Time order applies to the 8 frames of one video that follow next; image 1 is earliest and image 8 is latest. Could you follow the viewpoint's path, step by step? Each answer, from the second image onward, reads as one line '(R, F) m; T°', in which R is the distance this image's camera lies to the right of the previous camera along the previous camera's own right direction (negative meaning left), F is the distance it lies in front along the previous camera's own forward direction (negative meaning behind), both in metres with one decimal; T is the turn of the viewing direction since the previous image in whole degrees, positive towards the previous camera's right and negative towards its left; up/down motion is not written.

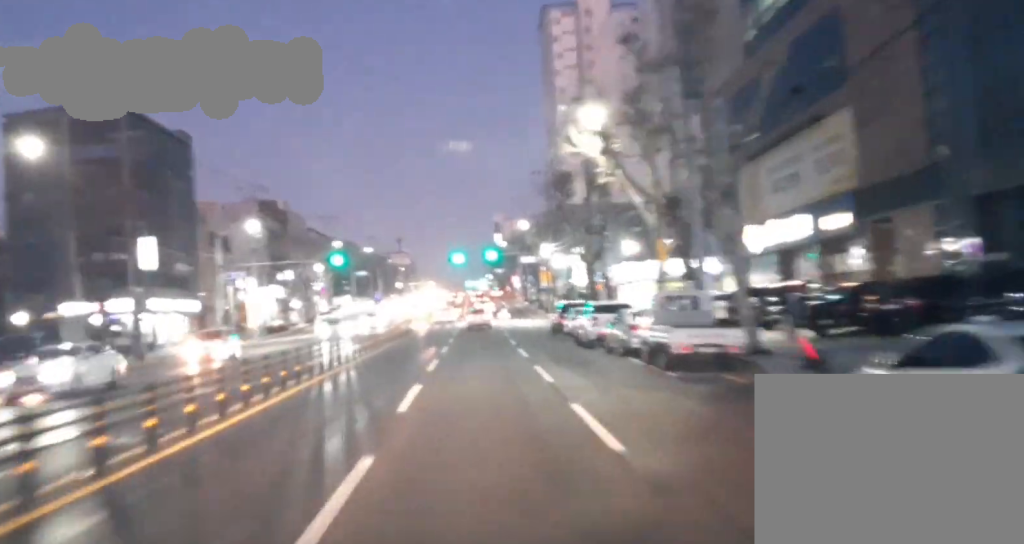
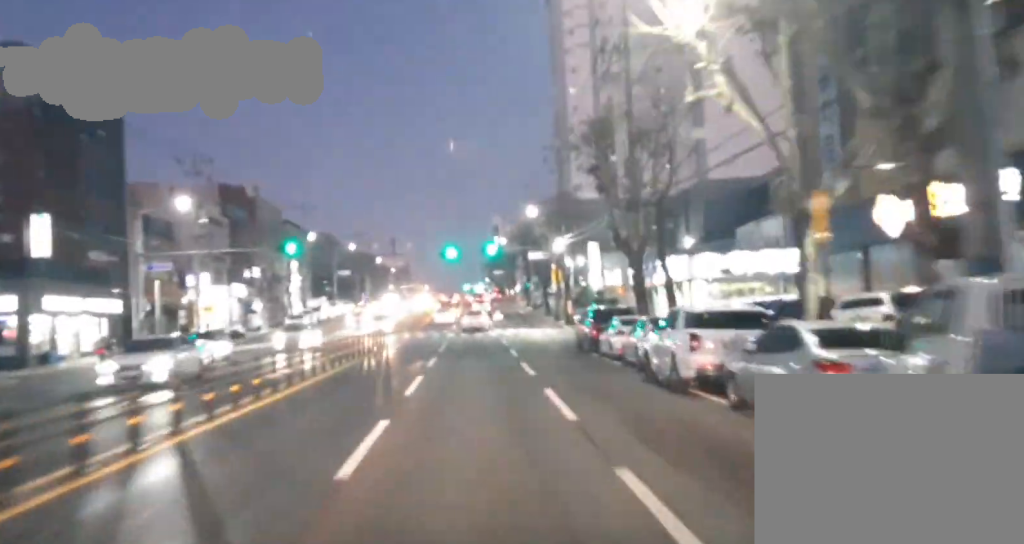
(+0.2, +16.0) m; +1°
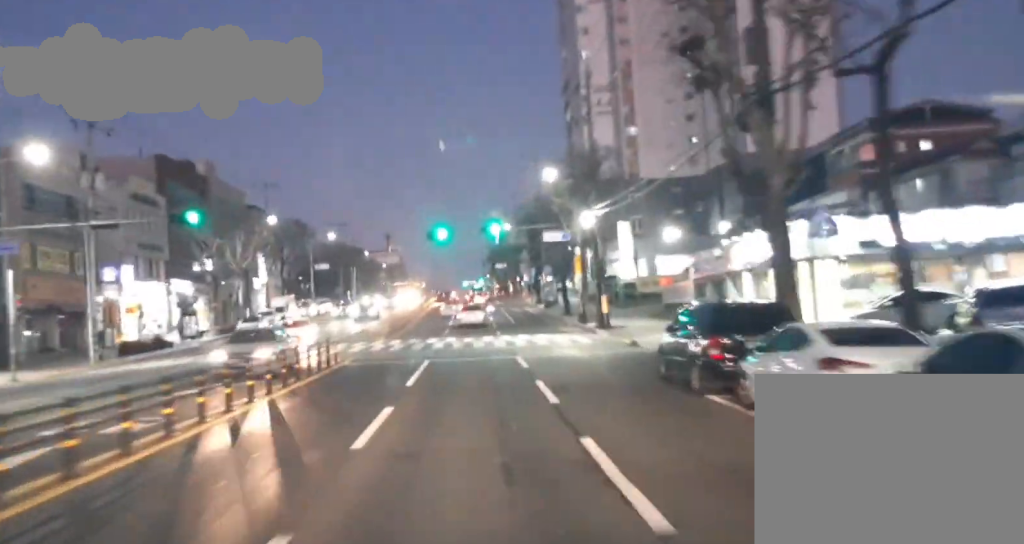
(+0.1, +17.6) m; +1°
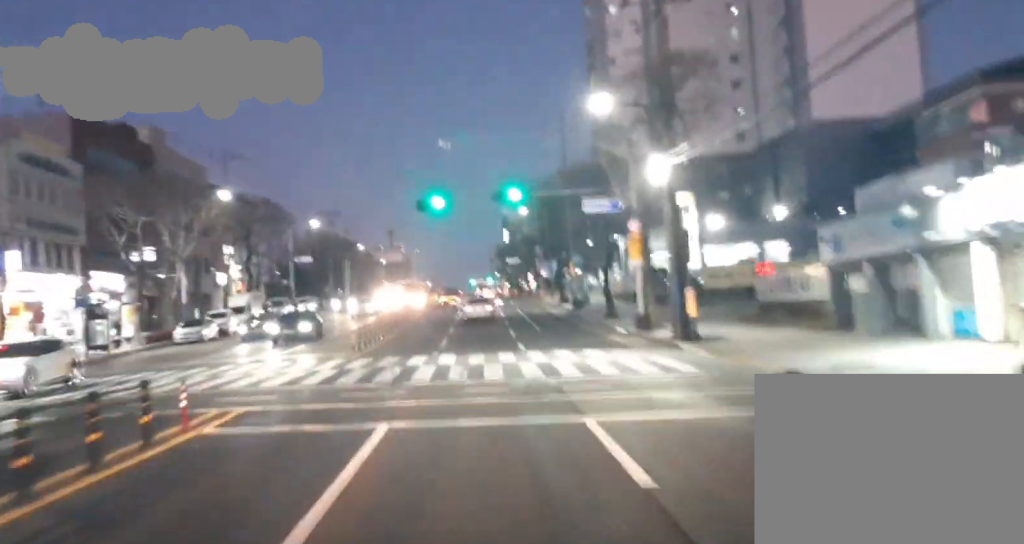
(0.0, +17.0) m; 0°
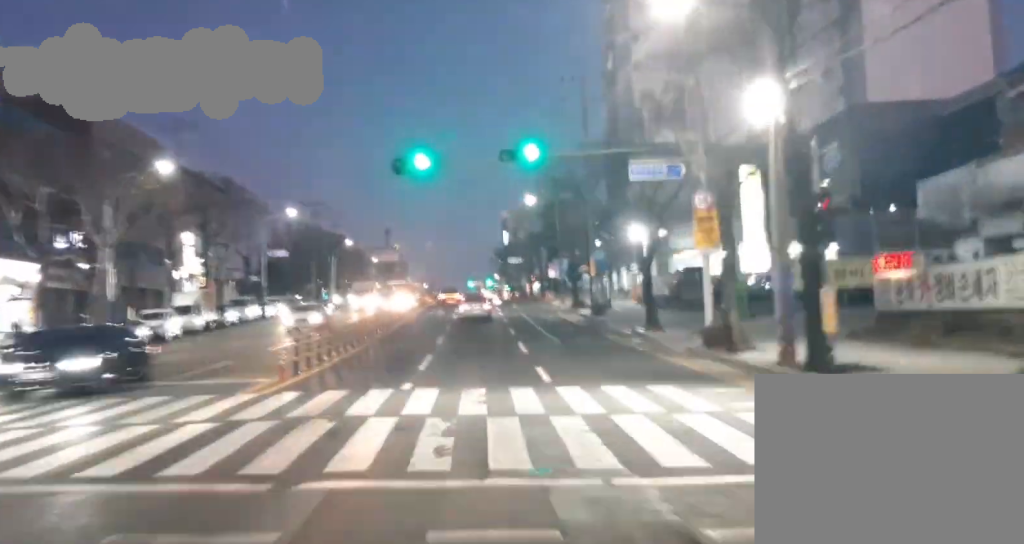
(+0.2, +12.6) m; 0°
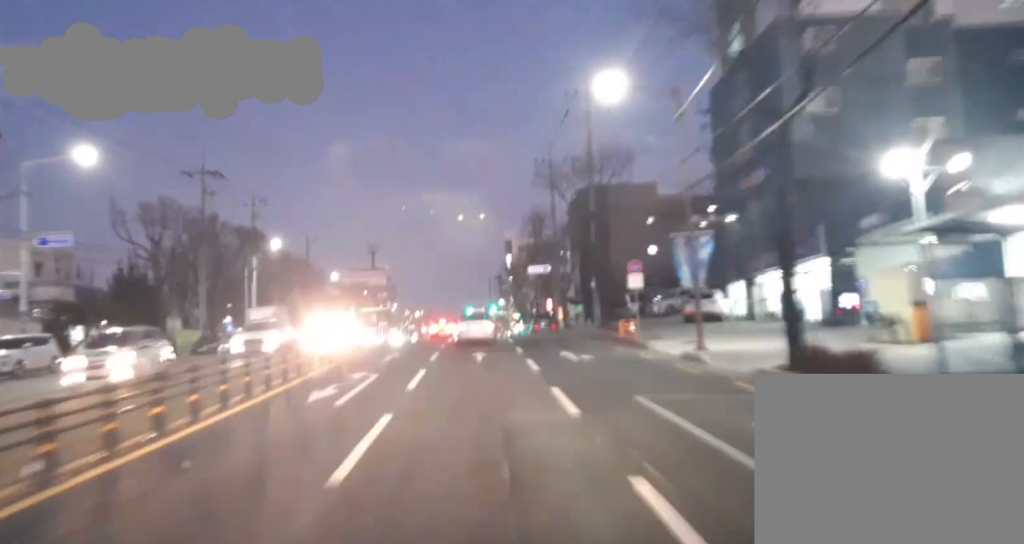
(-0.4, +47.6) m; -1°
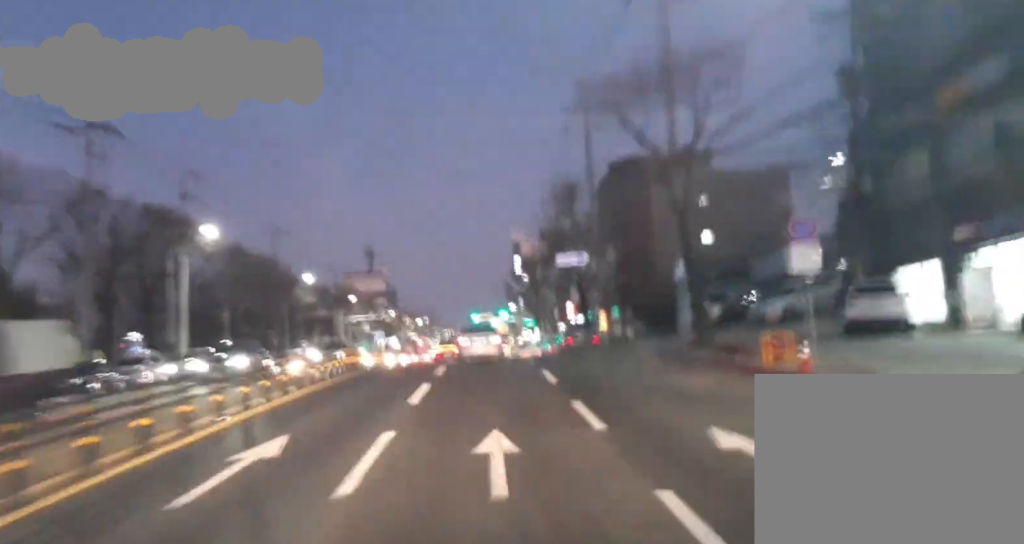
(-0.1, +21.2) m; 0°
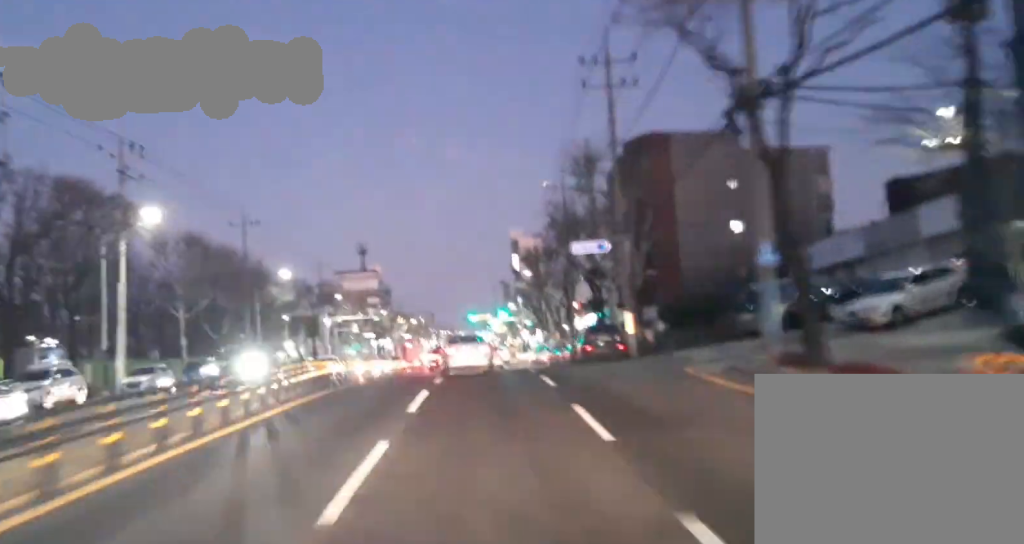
(0.0, +10.2) m; 0°
